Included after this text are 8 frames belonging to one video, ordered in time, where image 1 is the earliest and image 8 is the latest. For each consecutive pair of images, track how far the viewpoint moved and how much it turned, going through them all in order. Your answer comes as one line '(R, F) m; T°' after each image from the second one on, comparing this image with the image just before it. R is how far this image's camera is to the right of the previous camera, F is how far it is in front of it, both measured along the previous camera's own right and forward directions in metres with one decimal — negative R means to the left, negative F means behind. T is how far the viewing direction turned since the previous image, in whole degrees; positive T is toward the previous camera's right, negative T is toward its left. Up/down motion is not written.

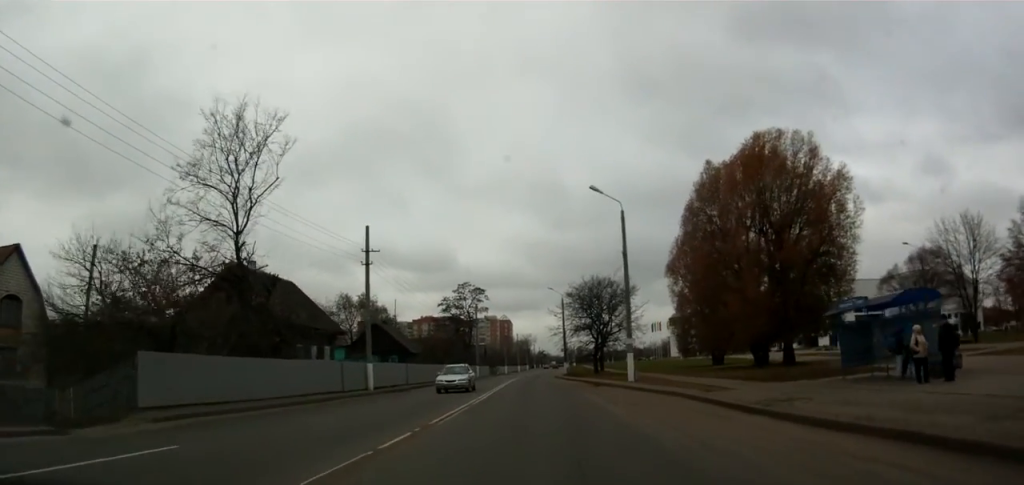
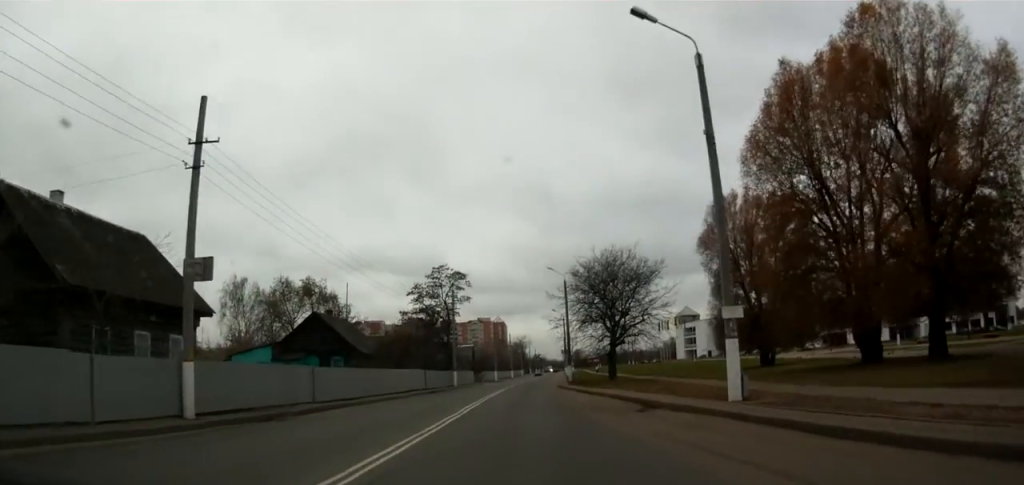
(+1.2, +17.2) m; +4°
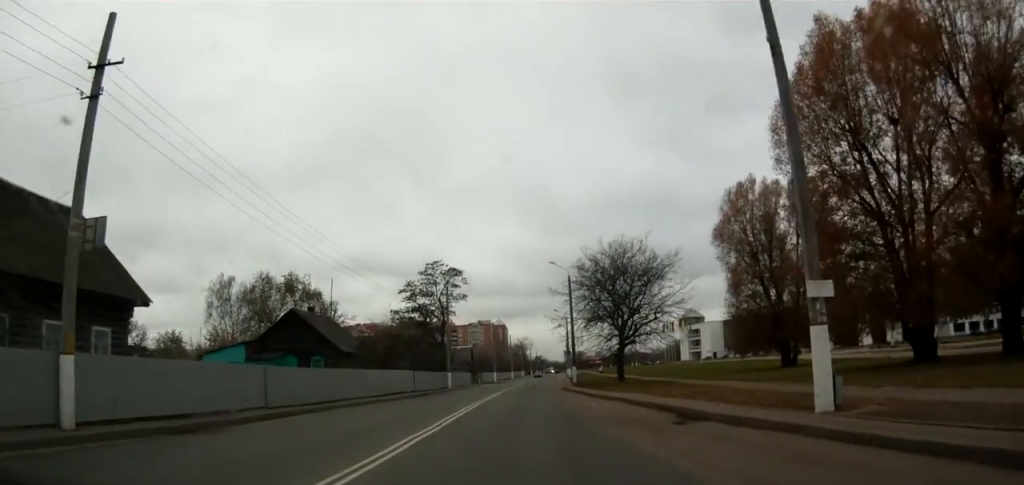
(0.0, +4.9) m; -1°
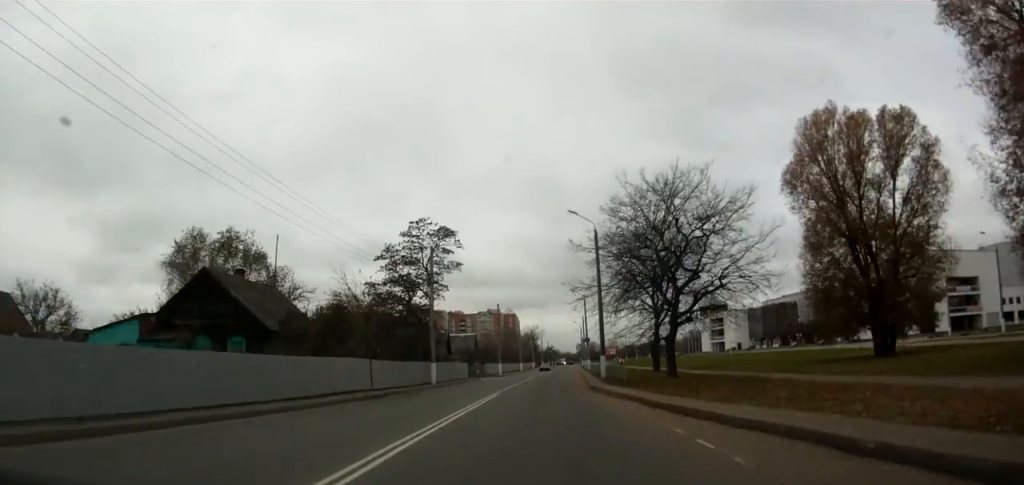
(-0.6, +13.4) m; -1°
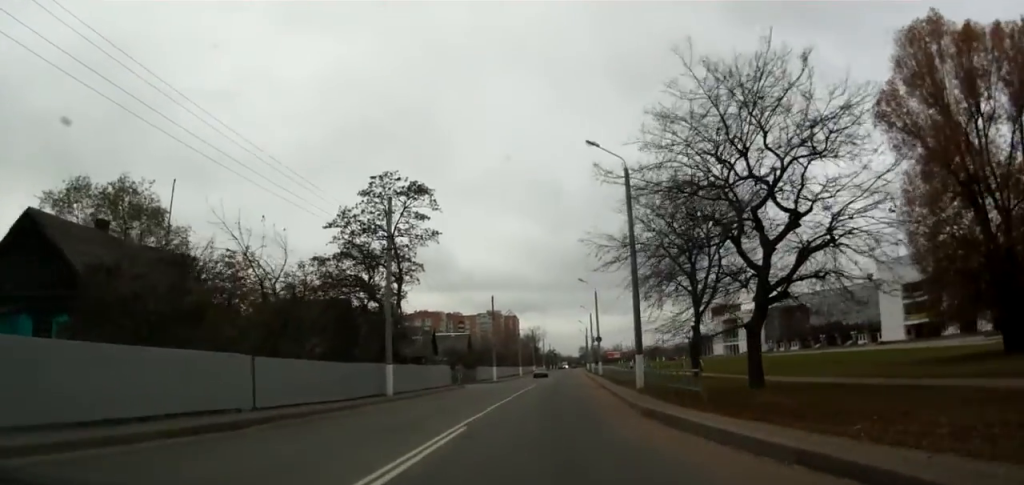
(+0.1, +12.5) m; +2°
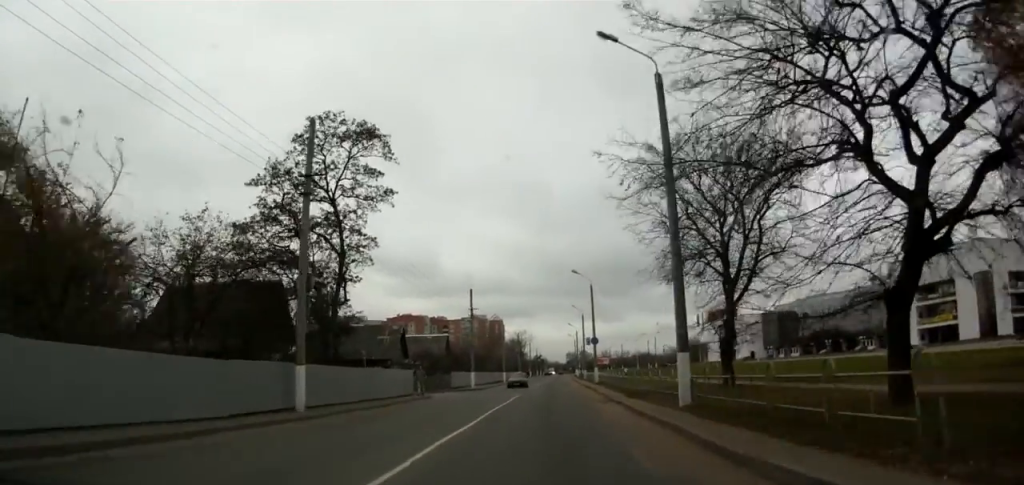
(+0.1, +9.1) m; +1°
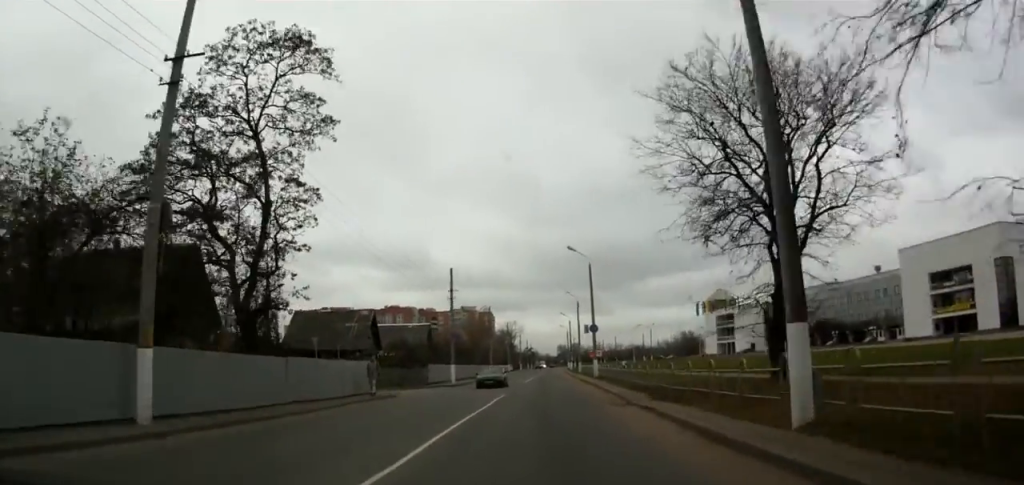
(+0.3, +7.4) m; 0°
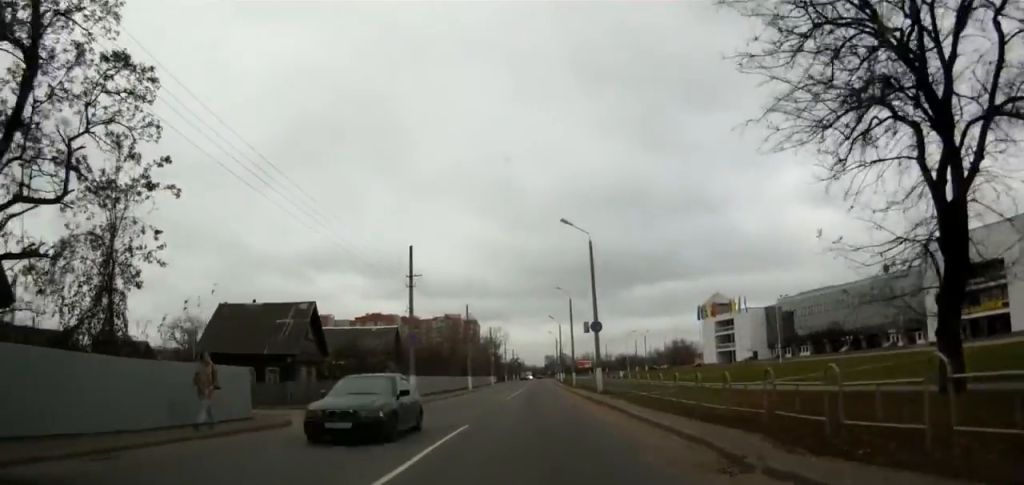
(-0.5, +11.3) m; 0°
